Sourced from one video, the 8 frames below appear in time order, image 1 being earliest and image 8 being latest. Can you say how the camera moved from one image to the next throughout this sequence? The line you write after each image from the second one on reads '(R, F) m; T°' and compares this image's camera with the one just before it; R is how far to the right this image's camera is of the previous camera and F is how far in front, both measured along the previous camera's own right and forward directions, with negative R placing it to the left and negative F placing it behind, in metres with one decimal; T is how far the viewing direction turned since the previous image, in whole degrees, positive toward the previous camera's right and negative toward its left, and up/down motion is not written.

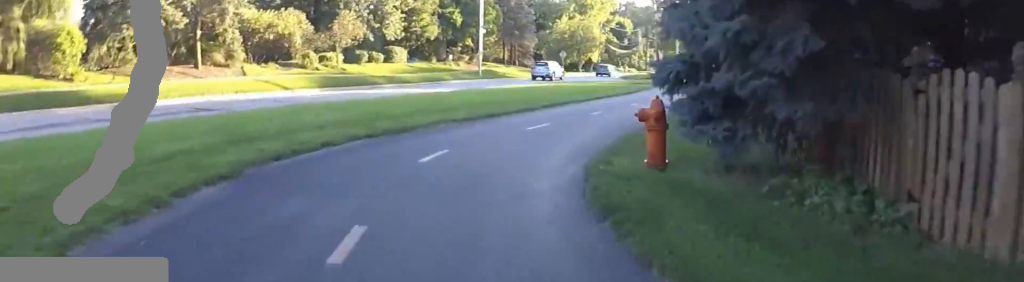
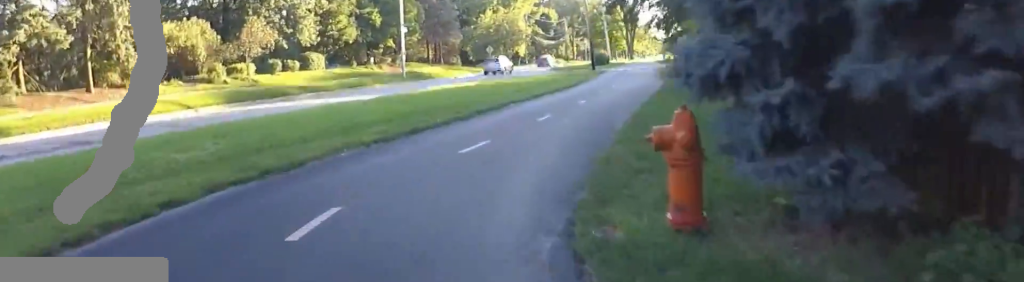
(0.0, +2.9) m; 0°
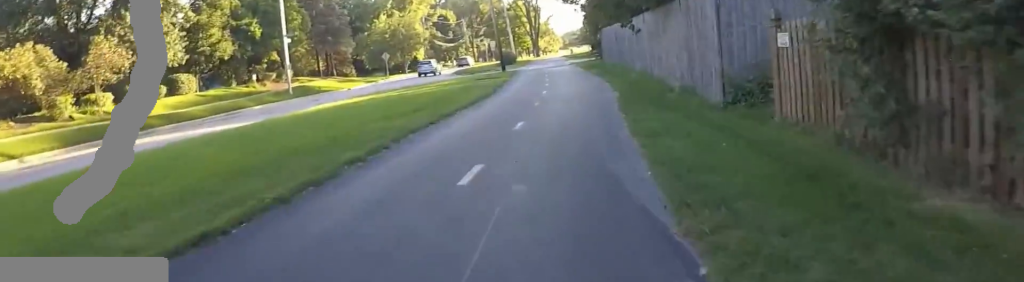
(0.0, +5.7) m; 0°
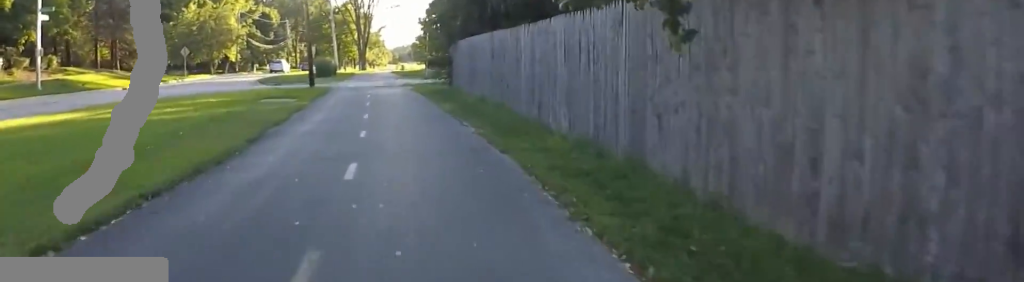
(+0.9, +10.1) m; +15°
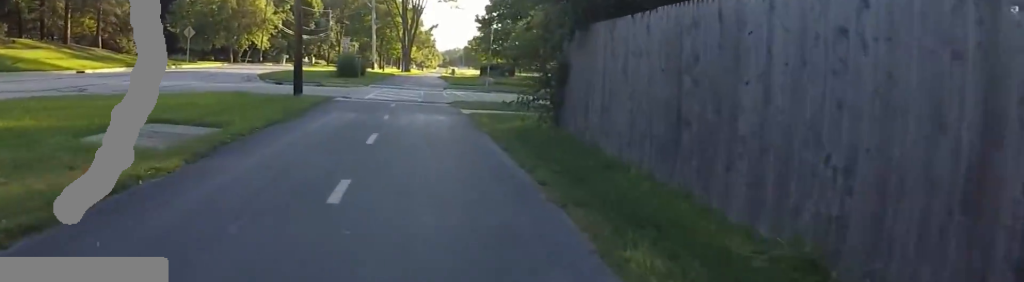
(+1.9, +11.9) m; +5°
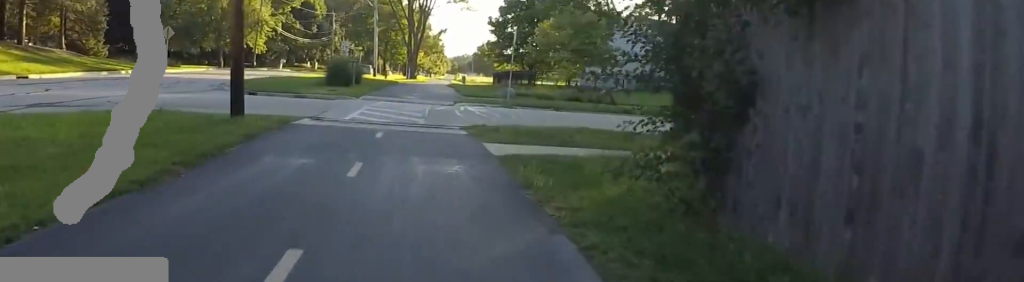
(-0.4, +5.6) m; -11°
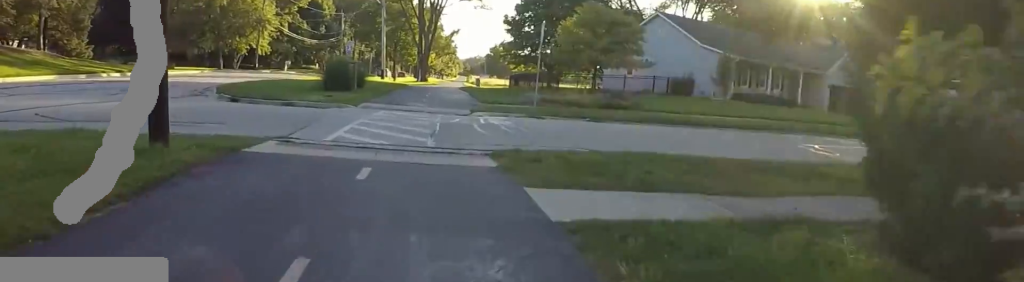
(-0.6, +3.7) m; 0°
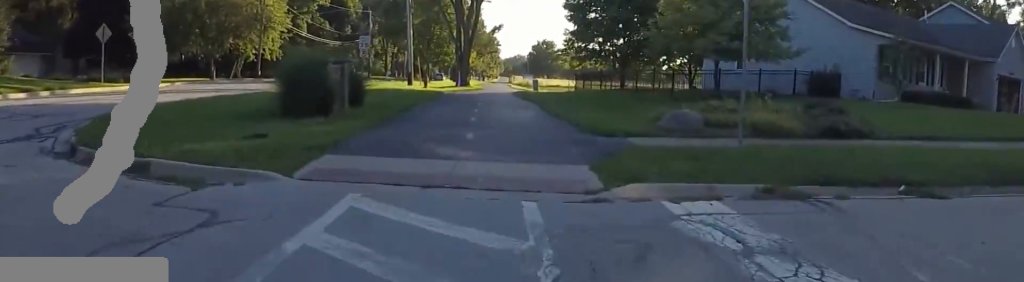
(+0.8, +12.3) m; +6°
